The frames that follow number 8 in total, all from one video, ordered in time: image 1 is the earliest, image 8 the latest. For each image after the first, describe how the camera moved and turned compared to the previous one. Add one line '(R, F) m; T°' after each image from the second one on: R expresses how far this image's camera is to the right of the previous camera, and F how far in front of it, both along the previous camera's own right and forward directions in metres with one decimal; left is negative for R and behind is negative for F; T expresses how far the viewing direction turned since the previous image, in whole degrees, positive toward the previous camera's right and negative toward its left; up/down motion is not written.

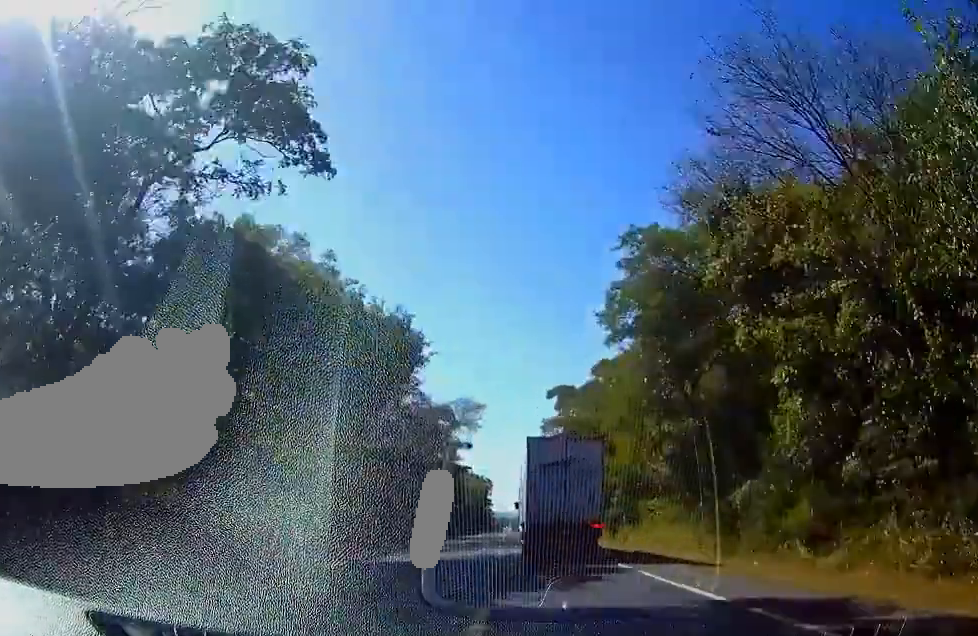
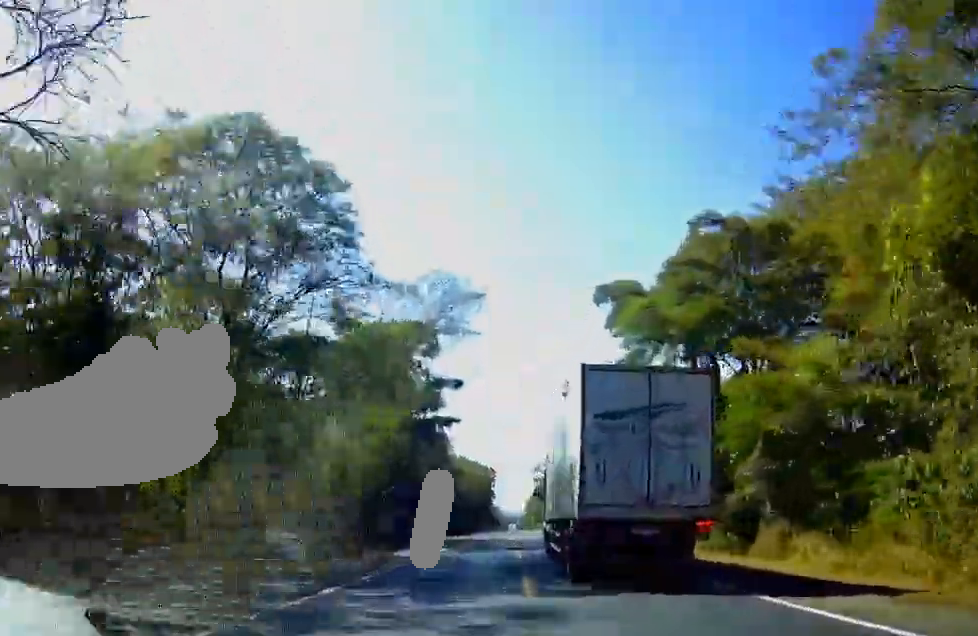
(-0.1, +33.5) m; 0°
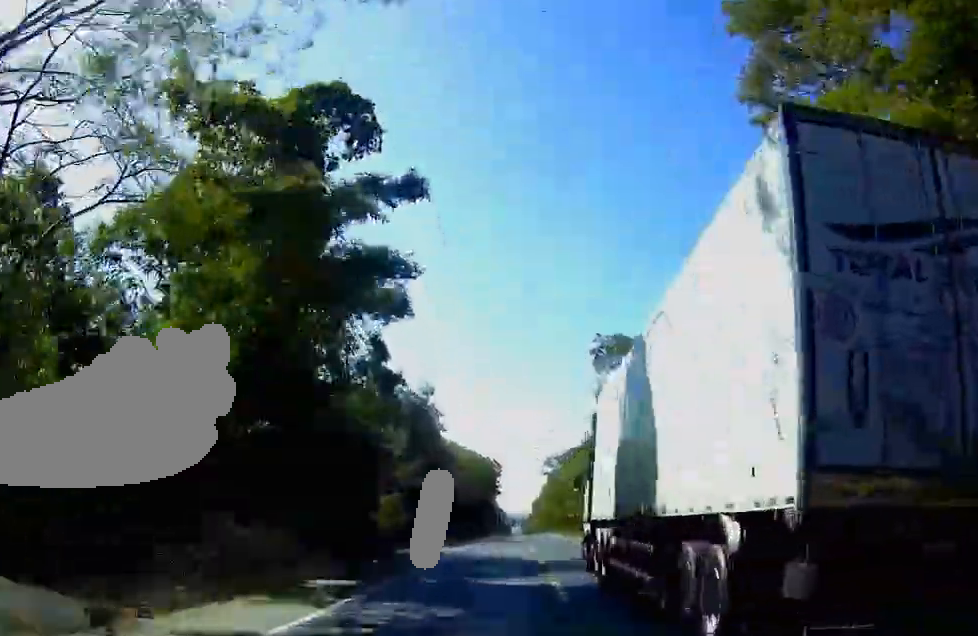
(0.0, +27.4) m; 0°
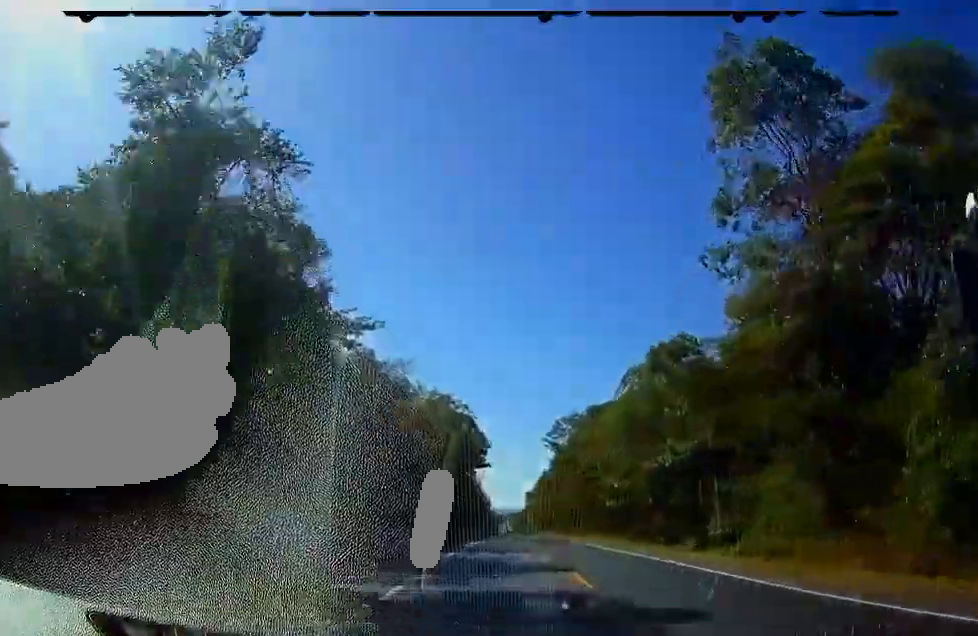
(+0.1, +49.2) m; 0°
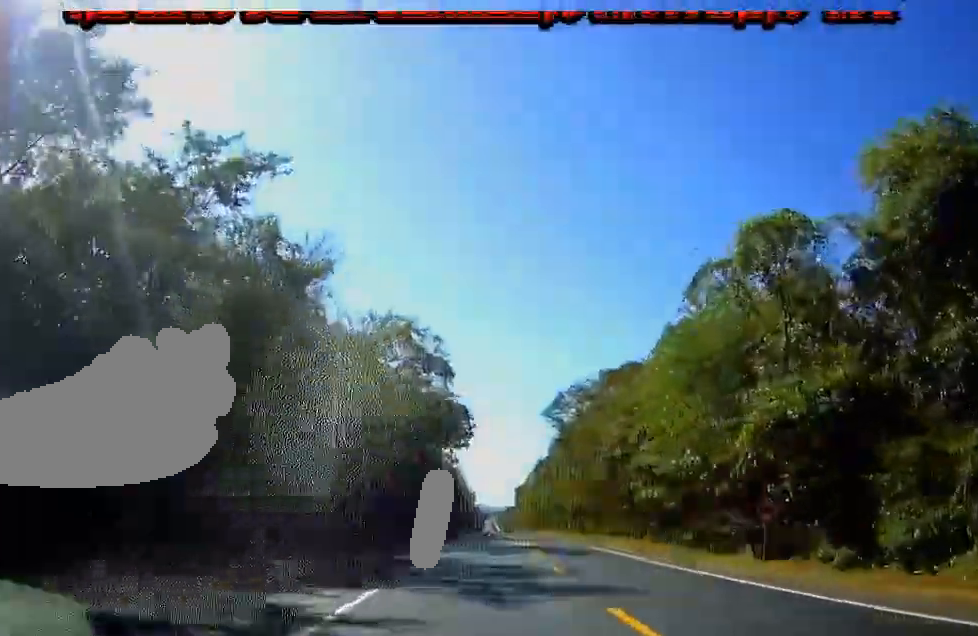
(0.0, +21.6) m; +1°
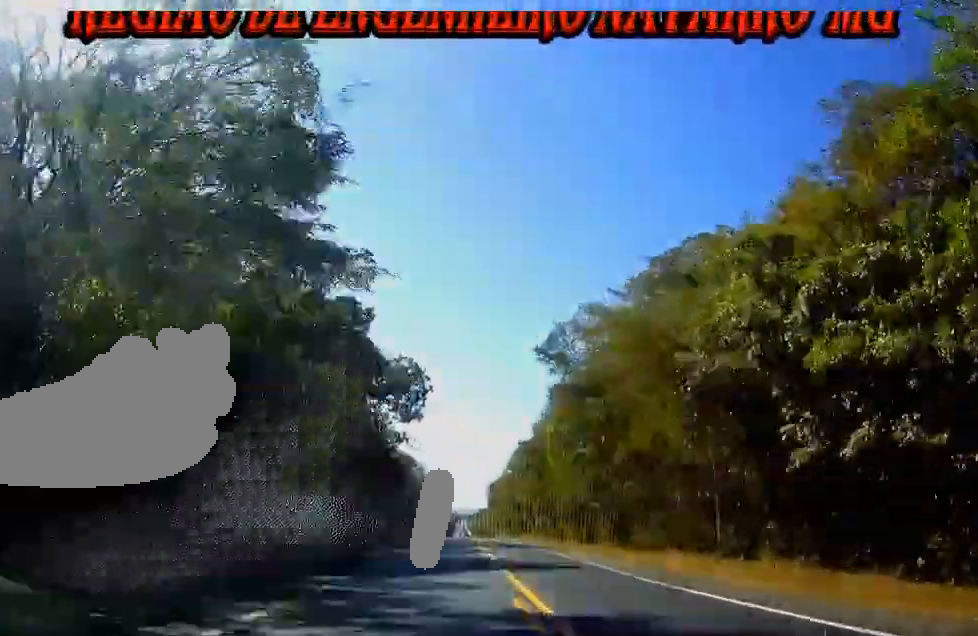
(+0.3, +30.8) m; +1°
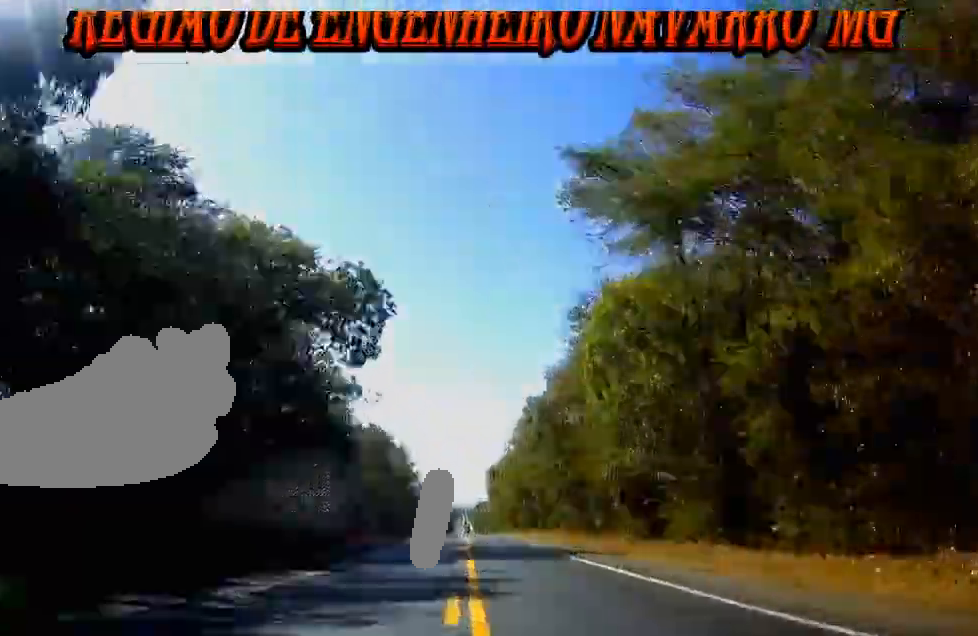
(+0.2, +25.3) m; +1°
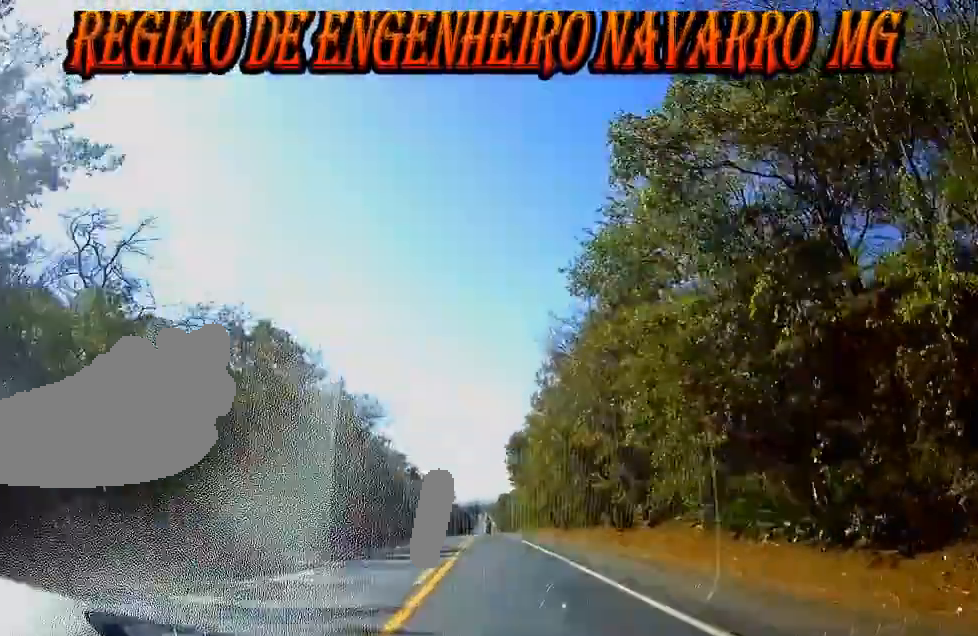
(-0.1, +44.0) m; -1°
